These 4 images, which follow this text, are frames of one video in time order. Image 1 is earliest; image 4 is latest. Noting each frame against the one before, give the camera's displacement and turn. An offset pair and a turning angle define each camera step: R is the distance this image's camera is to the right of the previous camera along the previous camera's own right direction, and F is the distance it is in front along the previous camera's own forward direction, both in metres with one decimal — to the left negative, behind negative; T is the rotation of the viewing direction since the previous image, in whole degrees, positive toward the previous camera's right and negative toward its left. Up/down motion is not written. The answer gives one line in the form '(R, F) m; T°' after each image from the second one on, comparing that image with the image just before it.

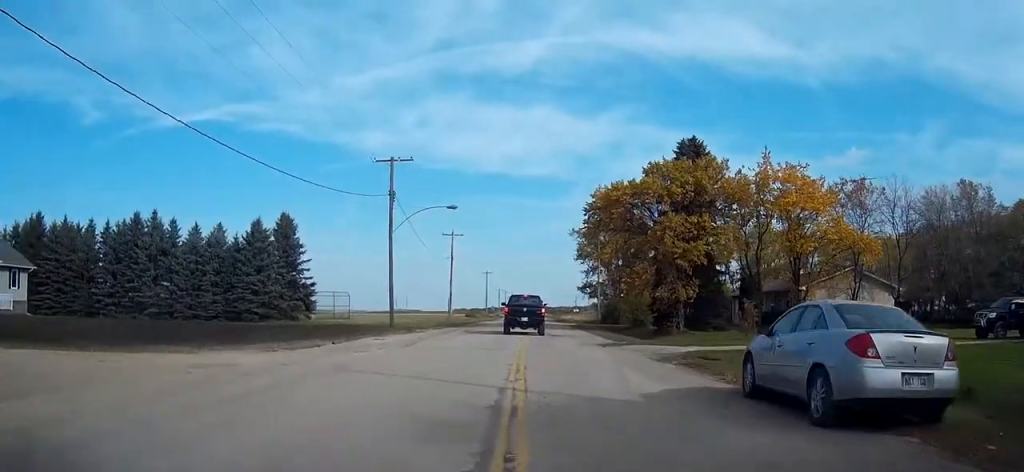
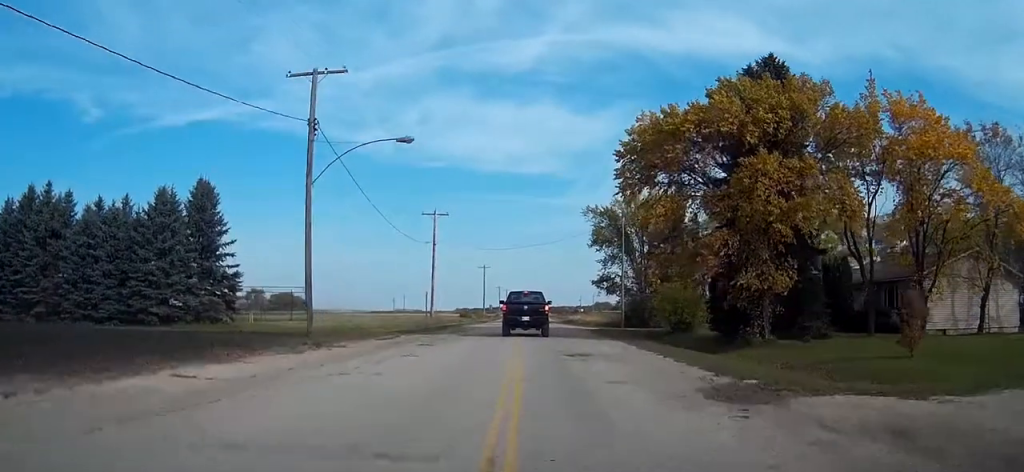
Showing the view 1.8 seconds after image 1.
(0.0, +17.2) m; -1°
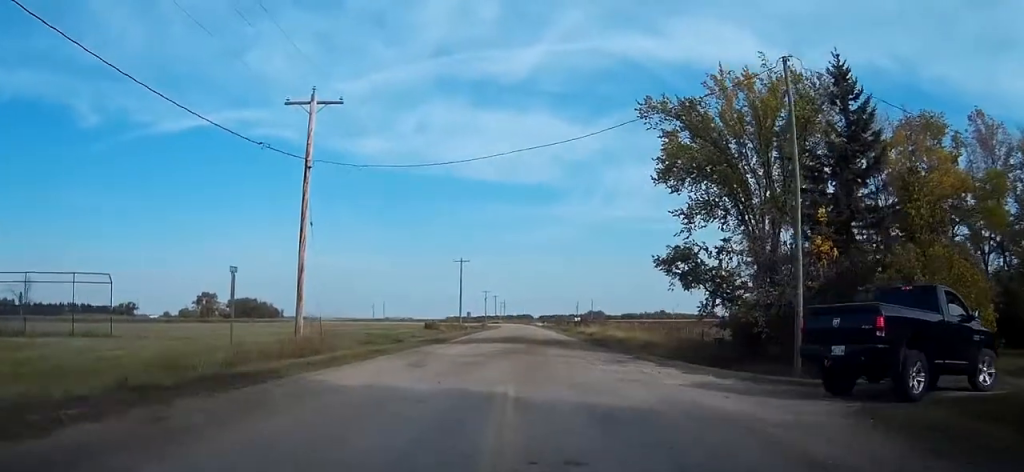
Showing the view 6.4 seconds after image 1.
(+0.6, +39.4) m; +2°
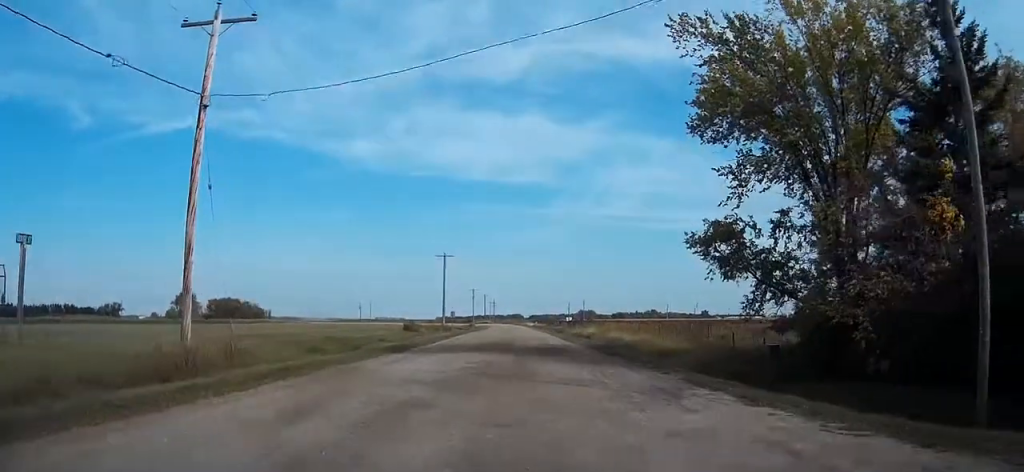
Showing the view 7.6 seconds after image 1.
(+0.1, +9.5) m; 0°
